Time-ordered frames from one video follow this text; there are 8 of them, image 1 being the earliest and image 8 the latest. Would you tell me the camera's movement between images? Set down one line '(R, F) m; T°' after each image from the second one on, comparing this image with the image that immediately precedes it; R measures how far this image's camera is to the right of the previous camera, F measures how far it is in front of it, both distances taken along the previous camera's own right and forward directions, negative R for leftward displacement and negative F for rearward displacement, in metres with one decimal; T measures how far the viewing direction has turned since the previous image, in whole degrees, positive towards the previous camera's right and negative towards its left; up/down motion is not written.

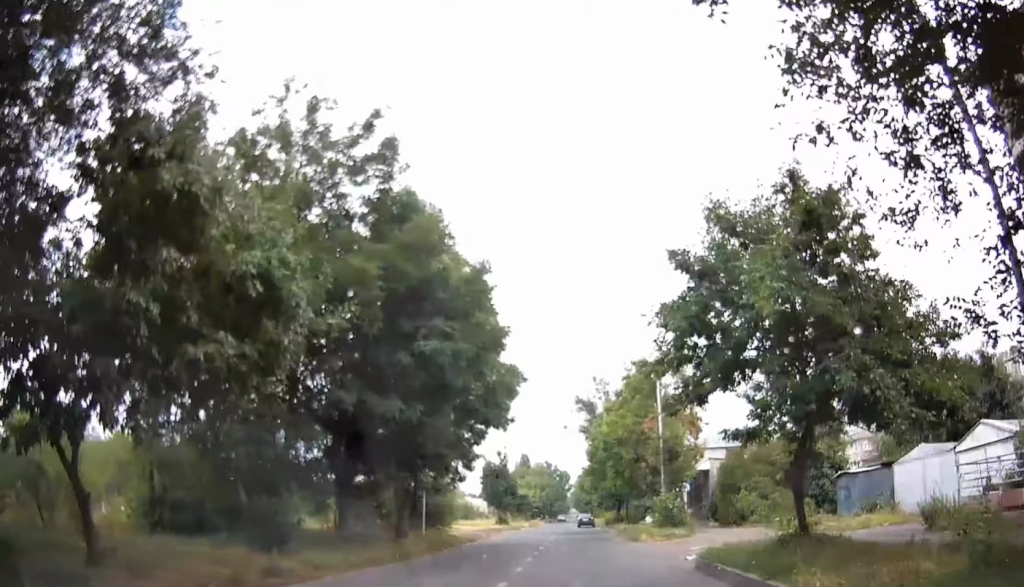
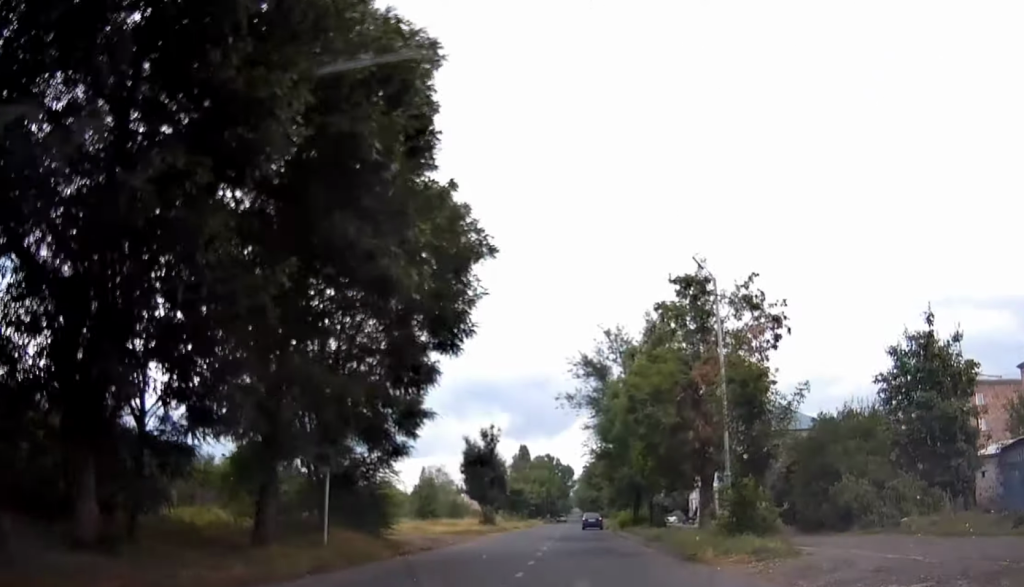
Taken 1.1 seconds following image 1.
(+0.5, +11.6) m; +1°
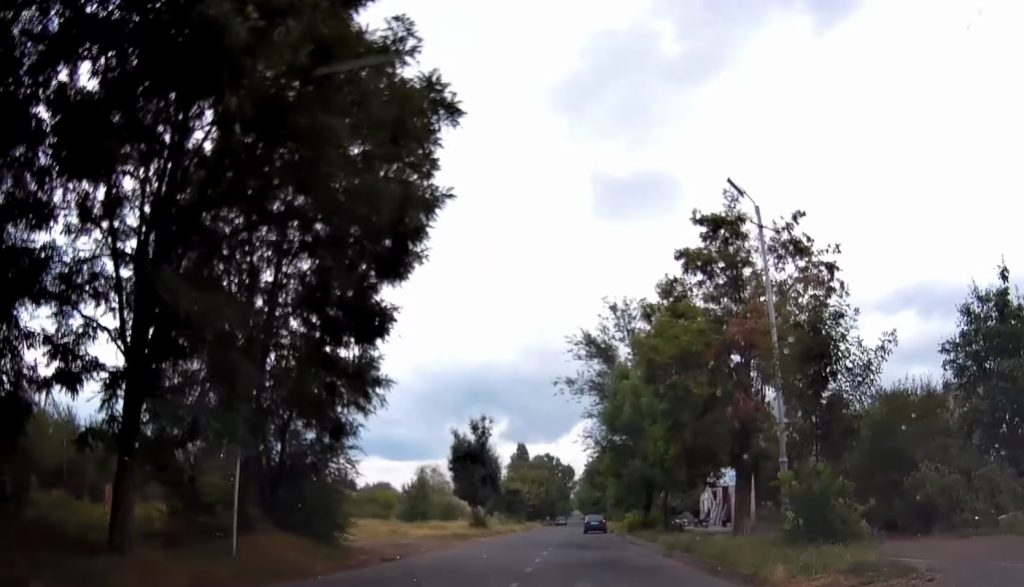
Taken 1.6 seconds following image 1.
(-0.1, +4.9) m; -1°
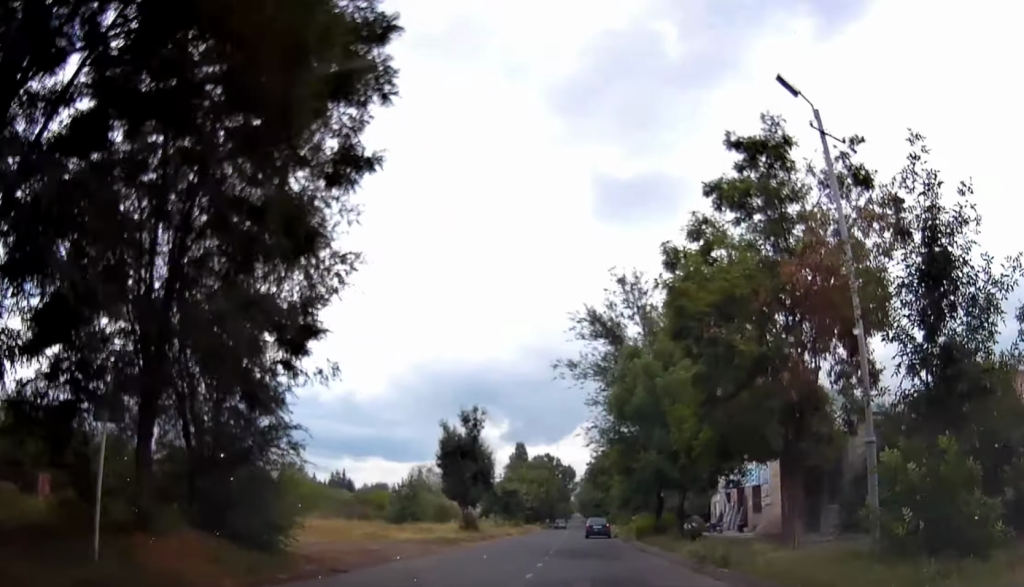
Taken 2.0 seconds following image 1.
(-0.1, +4.3) m; -1°
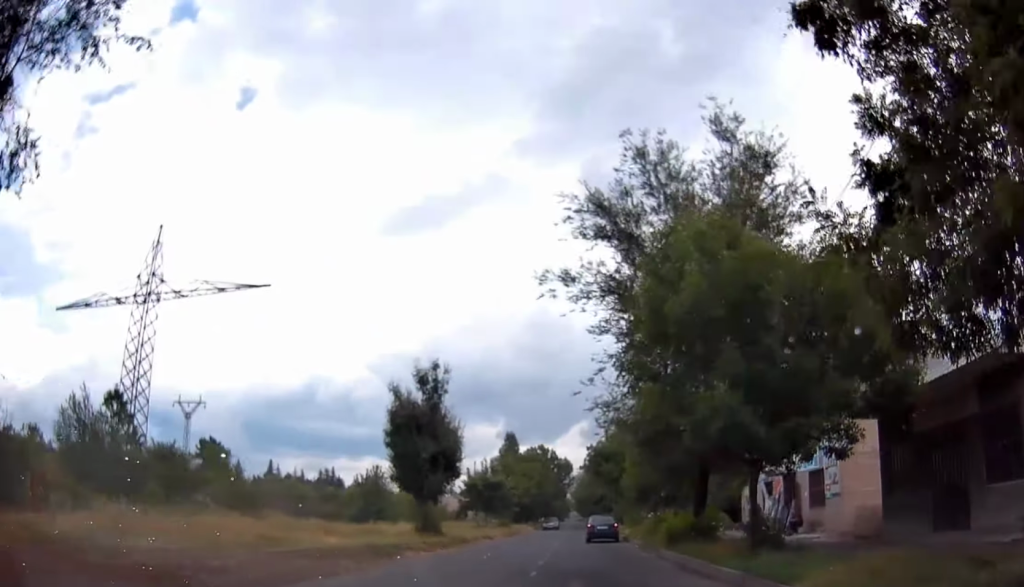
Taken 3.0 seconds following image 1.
(-0.1, +11.0) m; -1°
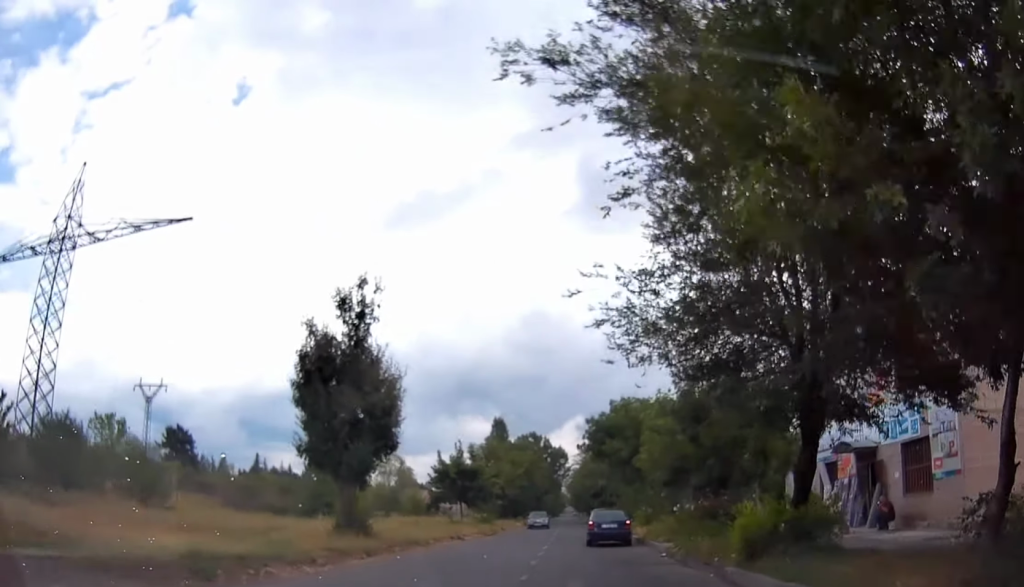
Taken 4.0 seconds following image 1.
(0.0, +10.5) m; +1°
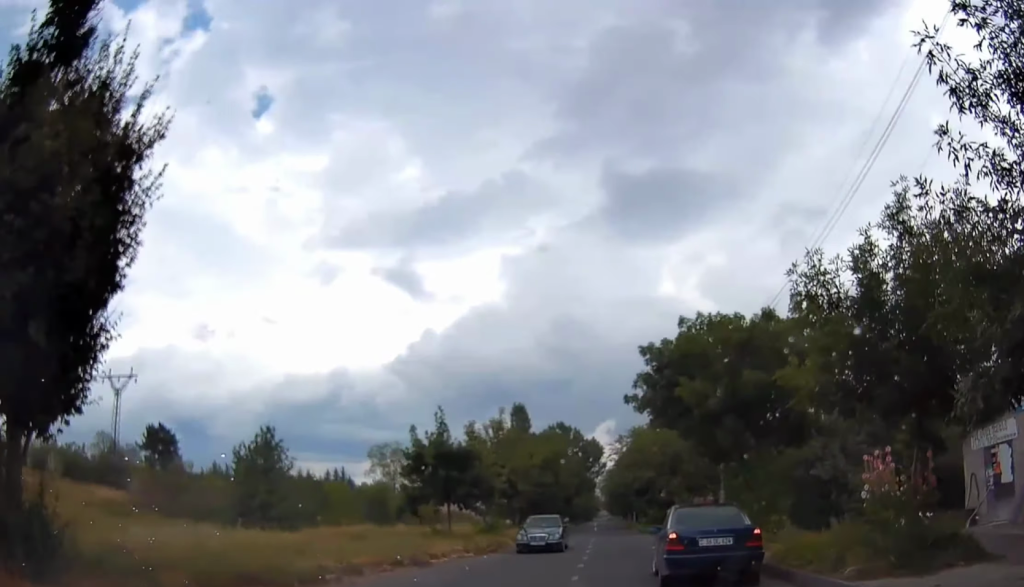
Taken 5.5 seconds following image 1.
(+0.2, +14.8) m; +1°
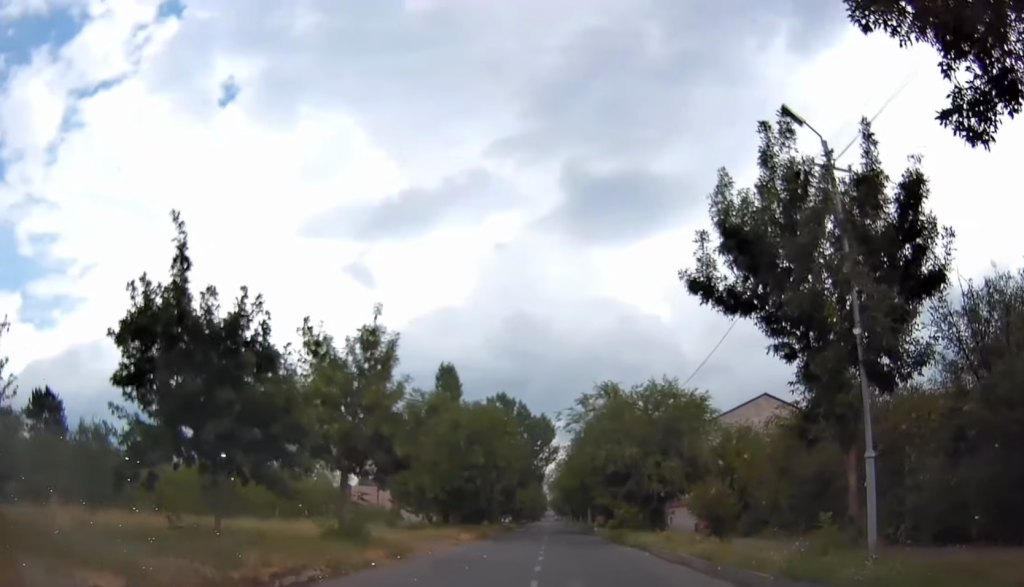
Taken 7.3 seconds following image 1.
(0.0, +16.8) m; 0°
